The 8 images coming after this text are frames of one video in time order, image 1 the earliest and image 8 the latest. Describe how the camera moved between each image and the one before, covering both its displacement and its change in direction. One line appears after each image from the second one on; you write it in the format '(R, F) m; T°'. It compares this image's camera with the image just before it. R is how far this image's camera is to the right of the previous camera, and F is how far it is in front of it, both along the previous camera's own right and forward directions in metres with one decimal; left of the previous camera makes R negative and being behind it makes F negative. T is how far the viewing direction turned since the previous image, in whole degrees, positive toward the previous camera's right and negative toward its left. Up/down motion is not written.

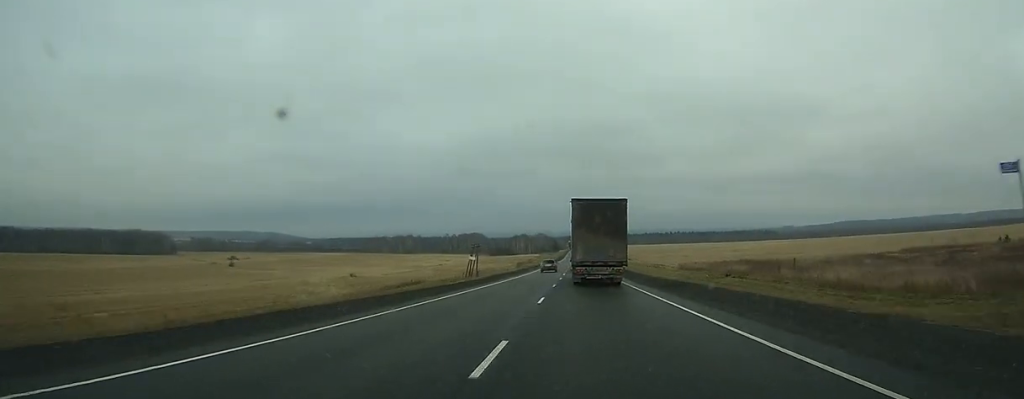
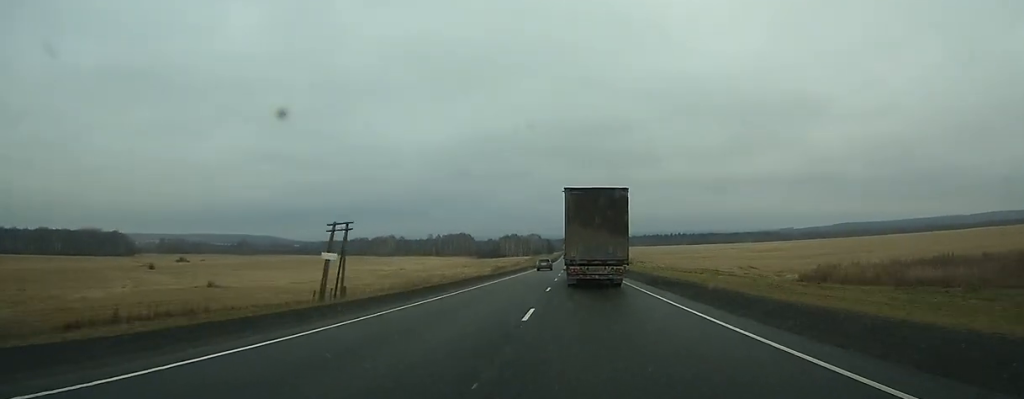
(+0.2, +67.4) m; 0°
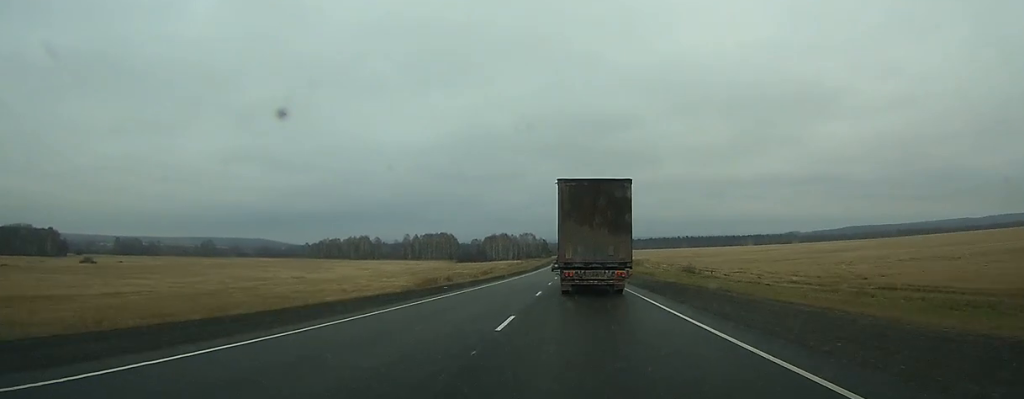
(+0.2, +98.5) m; 0°
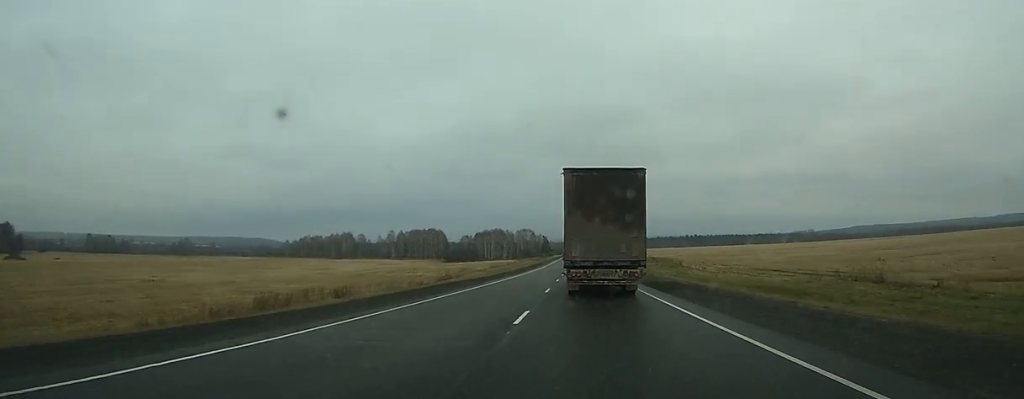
(-0.1, +58.9) m; 0°
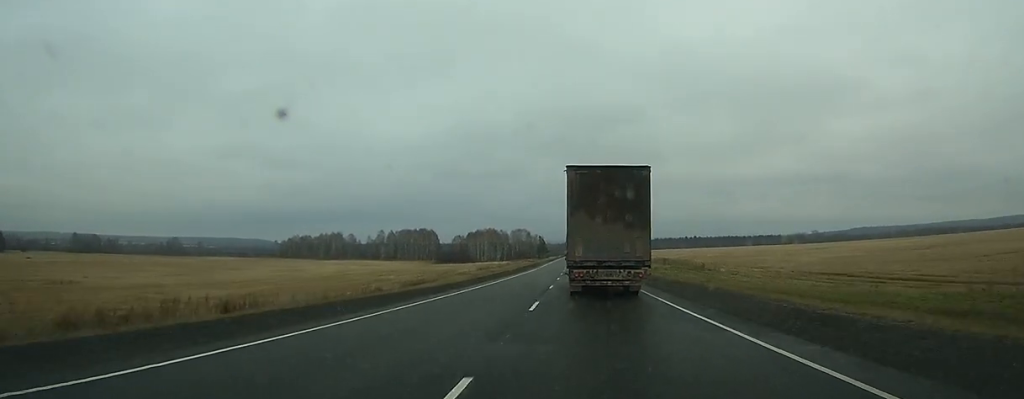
(0.0, +20.6) m; 0°
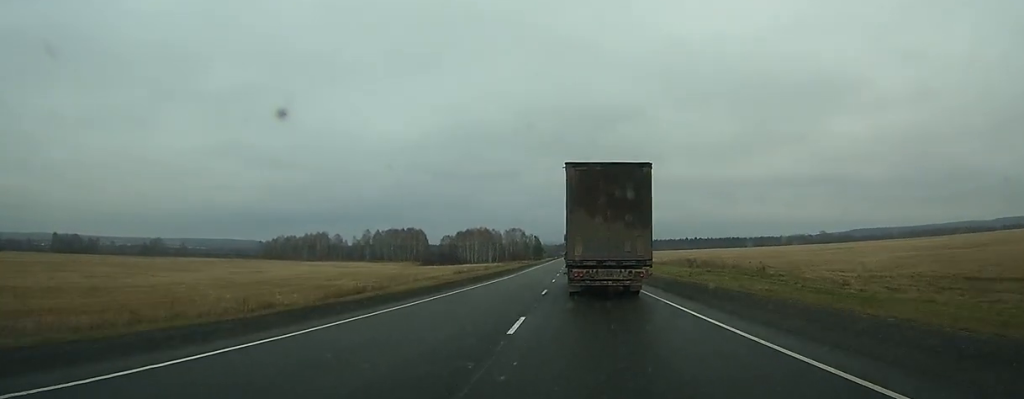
(0.0, +28.7) m; 0°
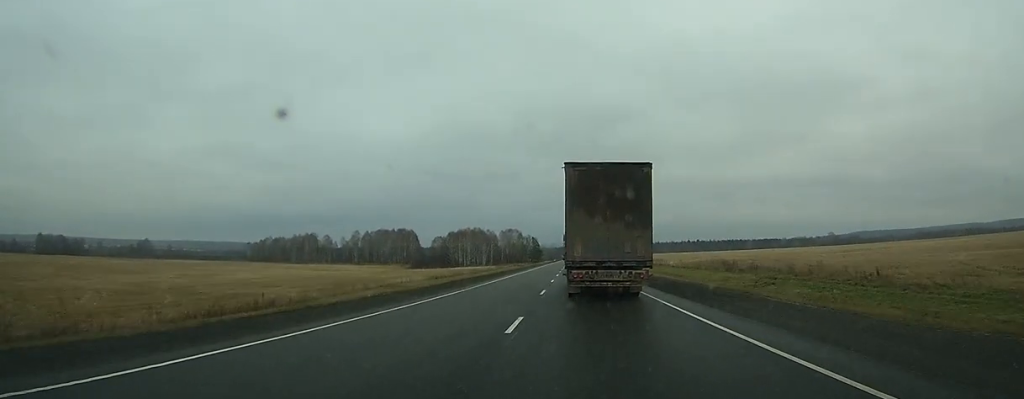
(0.0, +23.7) m; 0°
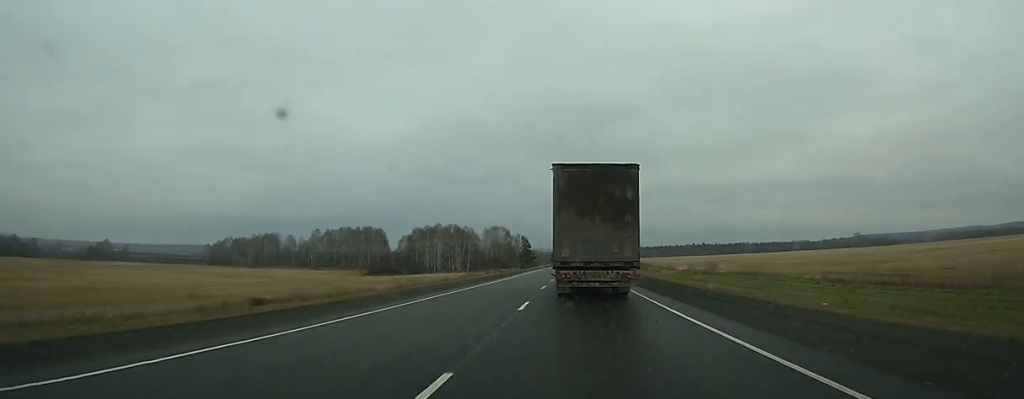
(-0.1, +66.6) m; 0°
